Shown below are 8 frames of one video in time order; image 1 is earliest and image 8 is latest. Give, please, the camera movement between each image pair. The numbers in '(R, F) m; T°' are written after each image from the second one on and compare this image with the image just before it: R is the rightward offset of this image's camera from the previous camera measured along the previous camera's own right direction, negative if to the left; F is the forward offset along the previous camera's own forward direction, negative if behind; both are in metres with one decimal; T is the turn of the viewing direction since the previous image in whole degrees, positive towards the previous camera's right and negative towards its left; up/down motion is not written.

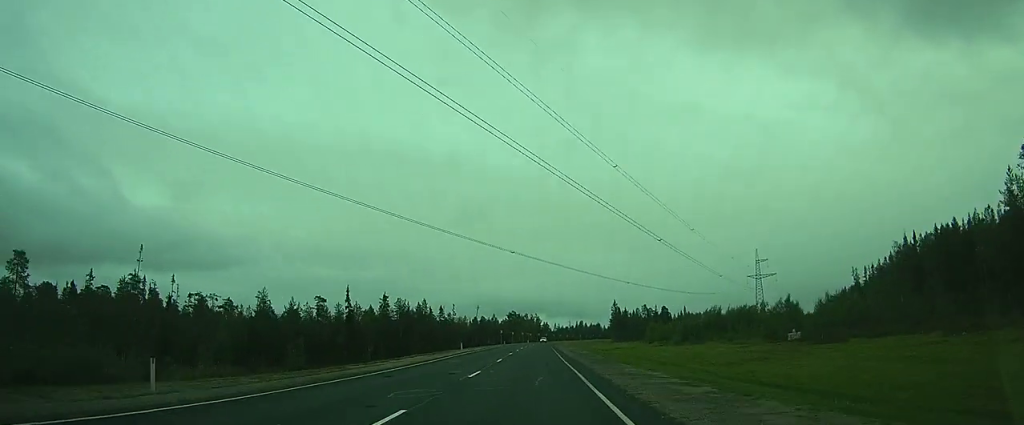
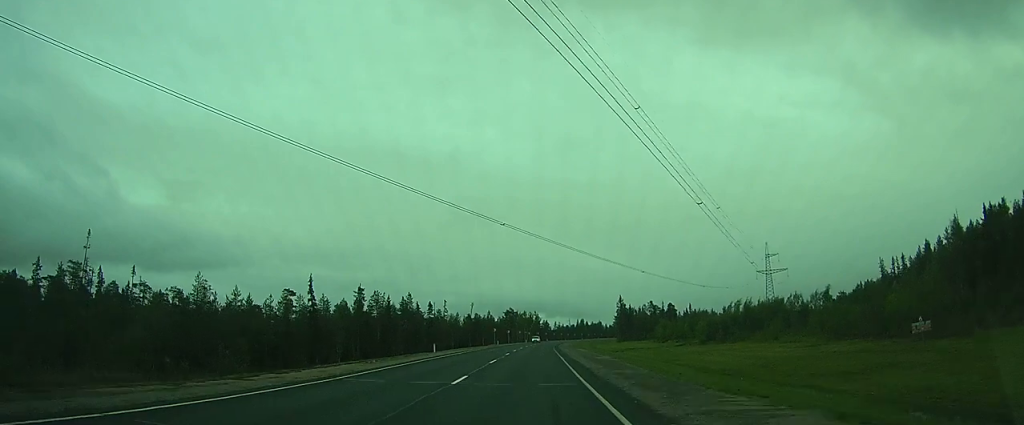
(0.0, +14.6) m; -1°
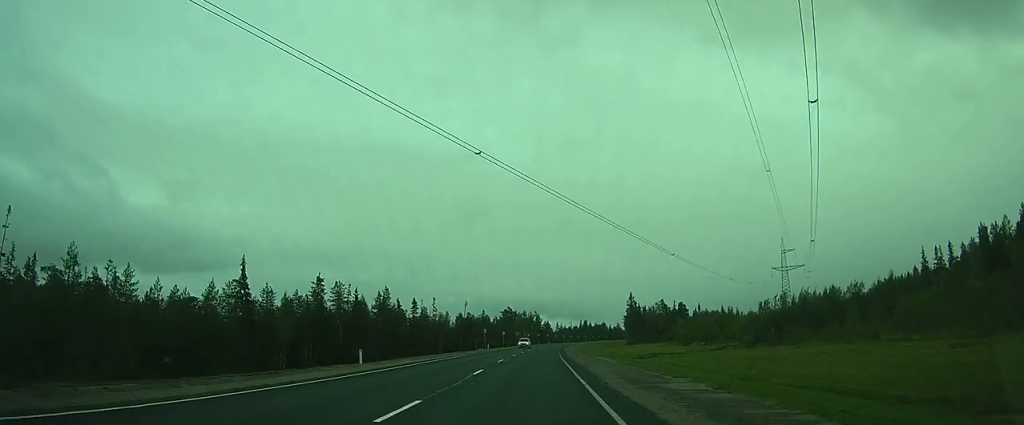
(-0.2, +18.0) m; -1°
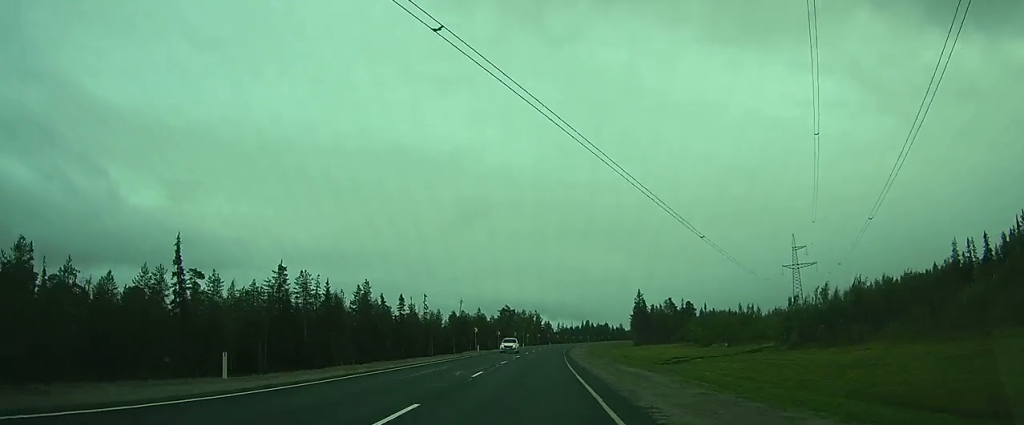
(-0.2, +11.4) m; 0°
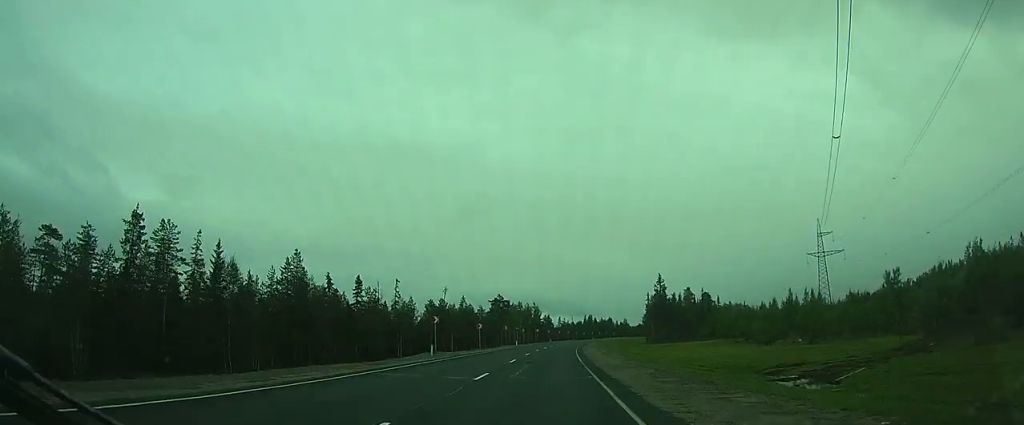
(+0.5, +24.9) m; +1°
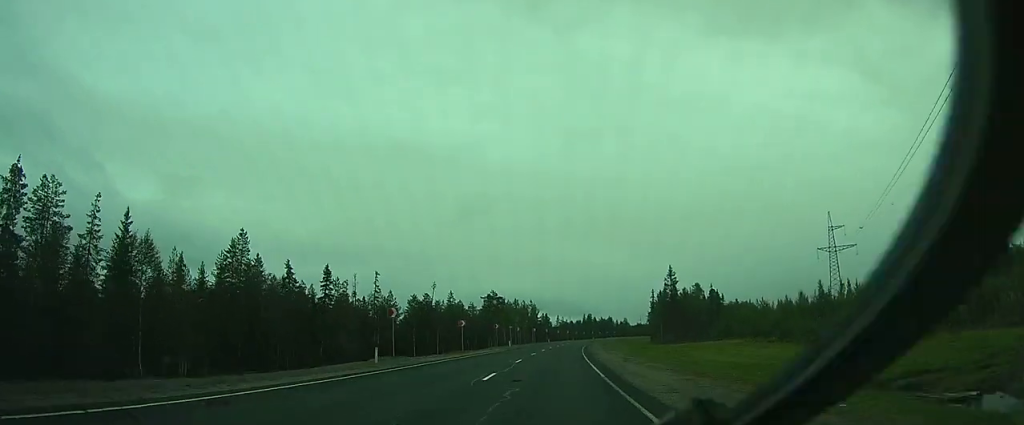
(0.0, +11.4) m; 0°
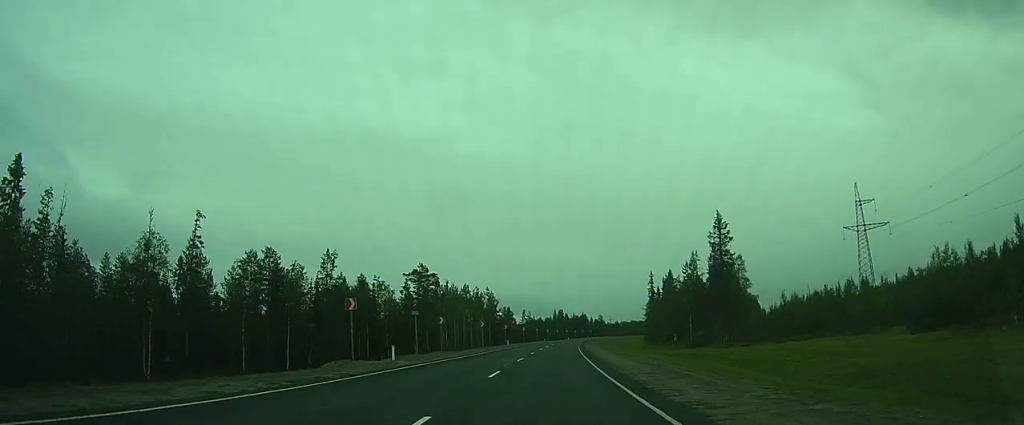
(+0.7, +44.1) m; +2°
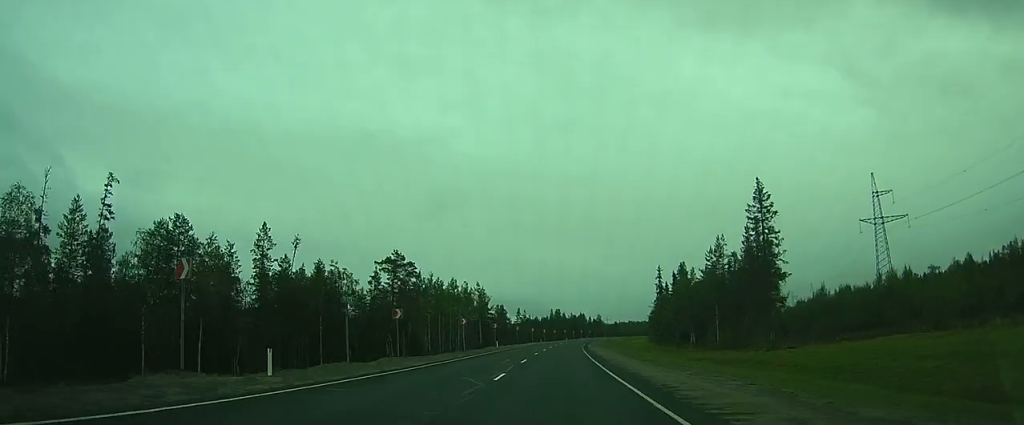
(+0.1, +12.5) m; +1°
